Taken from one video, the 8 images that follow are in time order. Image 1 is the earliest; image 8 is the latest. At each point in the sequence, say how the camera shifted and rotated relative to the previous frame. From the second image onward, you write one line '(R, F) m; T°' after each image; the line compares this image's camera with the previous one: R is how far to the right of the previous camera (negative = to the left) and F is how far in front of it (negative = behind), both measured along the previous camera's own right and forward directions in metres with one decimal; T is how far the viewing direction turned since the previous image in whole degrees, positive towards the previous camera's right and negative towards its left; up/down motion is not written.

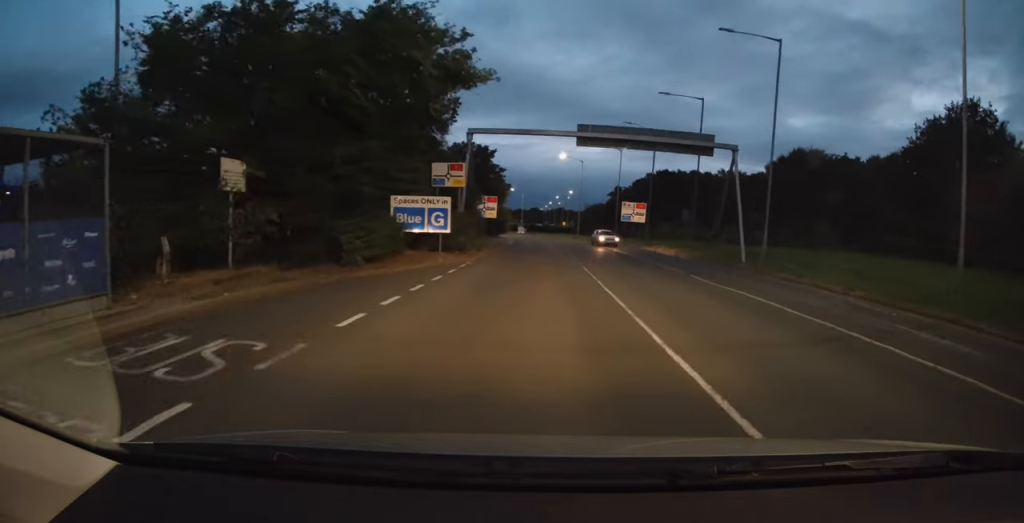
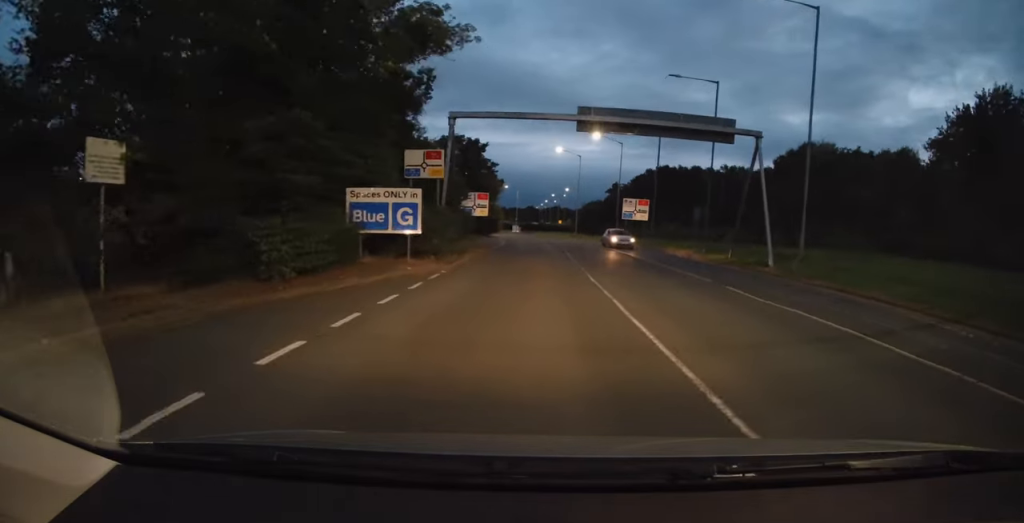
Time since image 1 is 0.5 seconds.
(+0.1, +3.8) m; -1°
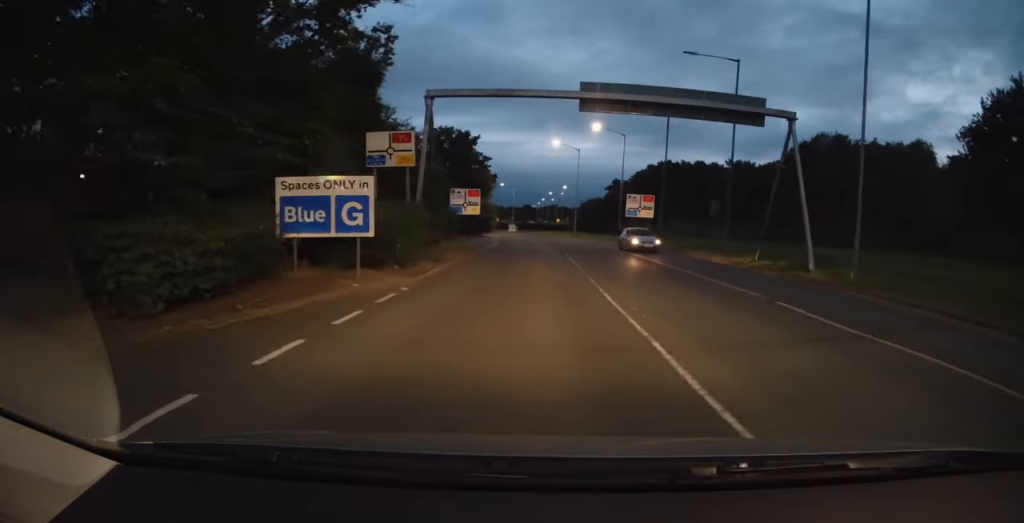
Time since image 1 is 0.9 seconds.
(-0.1, +3.9) m; -1°
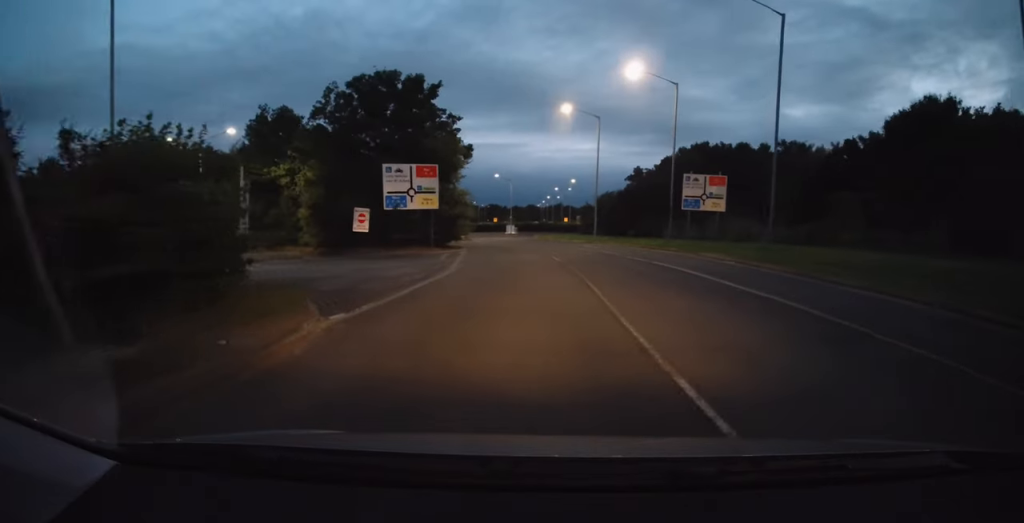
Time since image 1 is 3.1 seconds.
(+0.6, +18.2) m; +2°
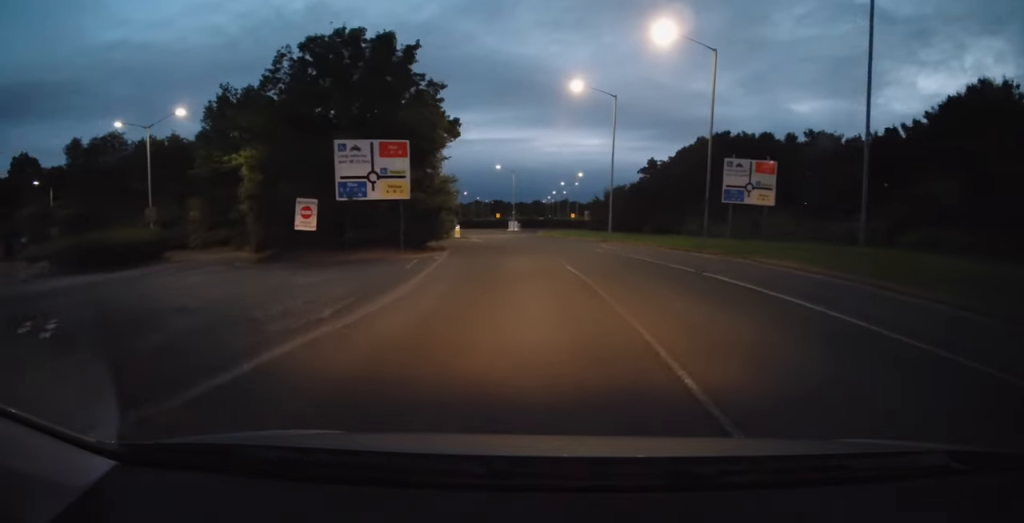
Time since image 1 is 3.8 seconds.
(-0.1, +6.1) m; -1°
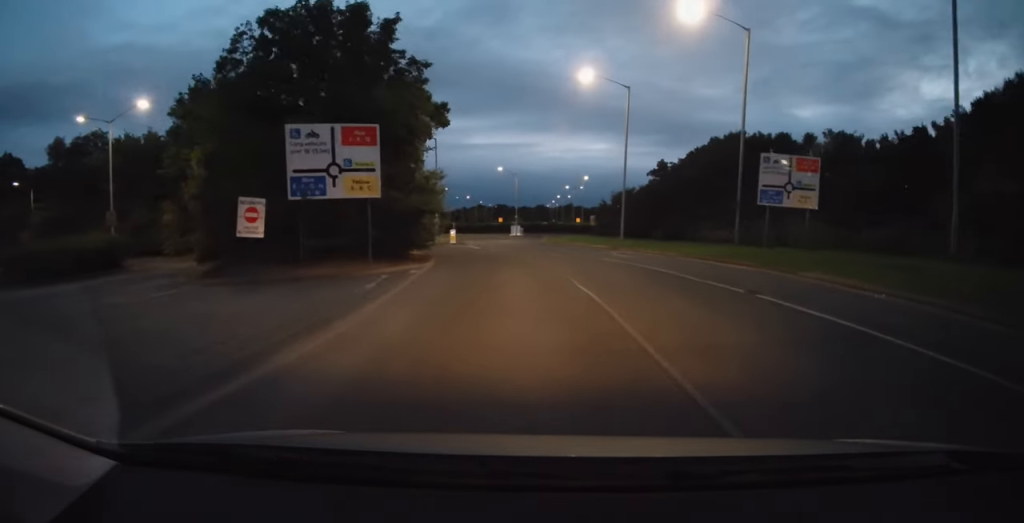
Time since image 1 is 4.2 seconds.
(-0.3, +3.8) m; -1°
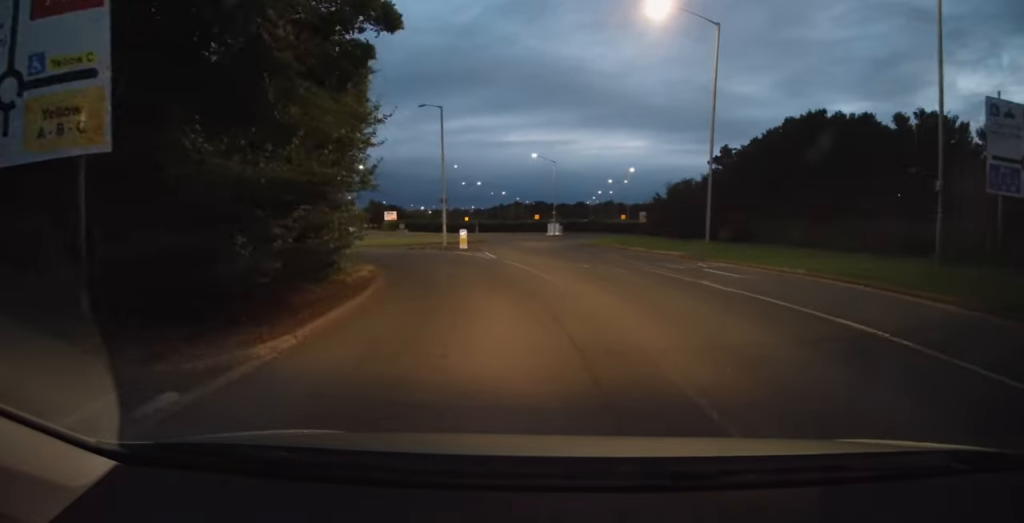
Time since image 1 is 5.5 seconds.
(+0.4, +10.8) m; -3°
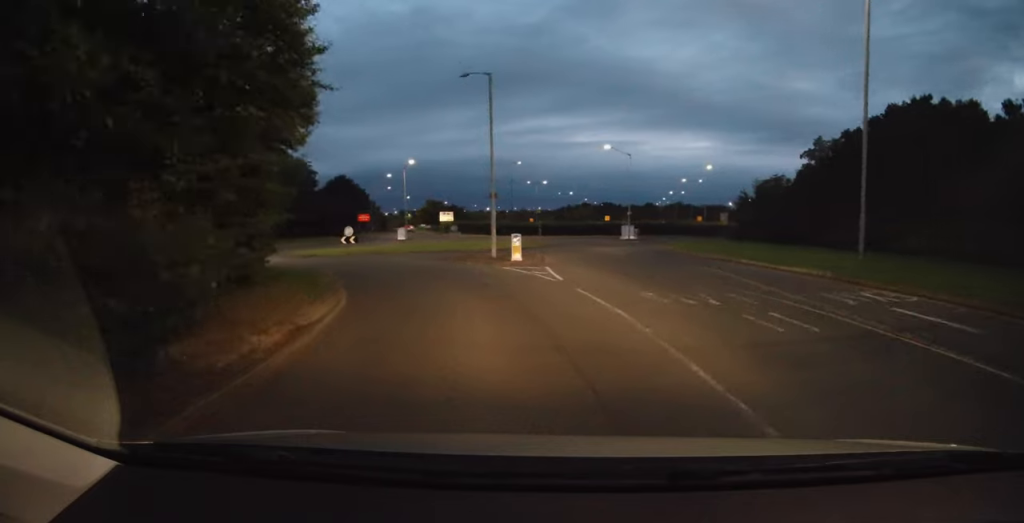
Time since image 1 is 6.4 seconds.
(-0.9, +7.4) m; -9°
